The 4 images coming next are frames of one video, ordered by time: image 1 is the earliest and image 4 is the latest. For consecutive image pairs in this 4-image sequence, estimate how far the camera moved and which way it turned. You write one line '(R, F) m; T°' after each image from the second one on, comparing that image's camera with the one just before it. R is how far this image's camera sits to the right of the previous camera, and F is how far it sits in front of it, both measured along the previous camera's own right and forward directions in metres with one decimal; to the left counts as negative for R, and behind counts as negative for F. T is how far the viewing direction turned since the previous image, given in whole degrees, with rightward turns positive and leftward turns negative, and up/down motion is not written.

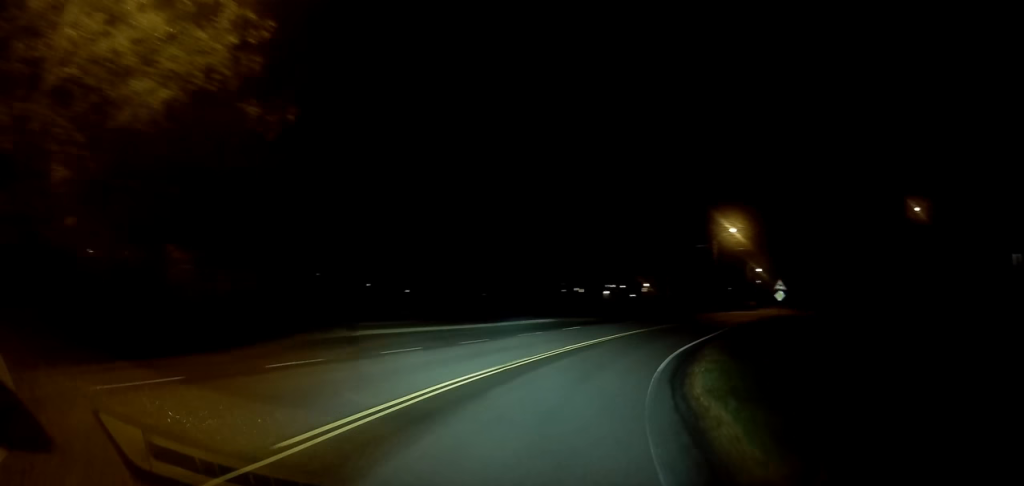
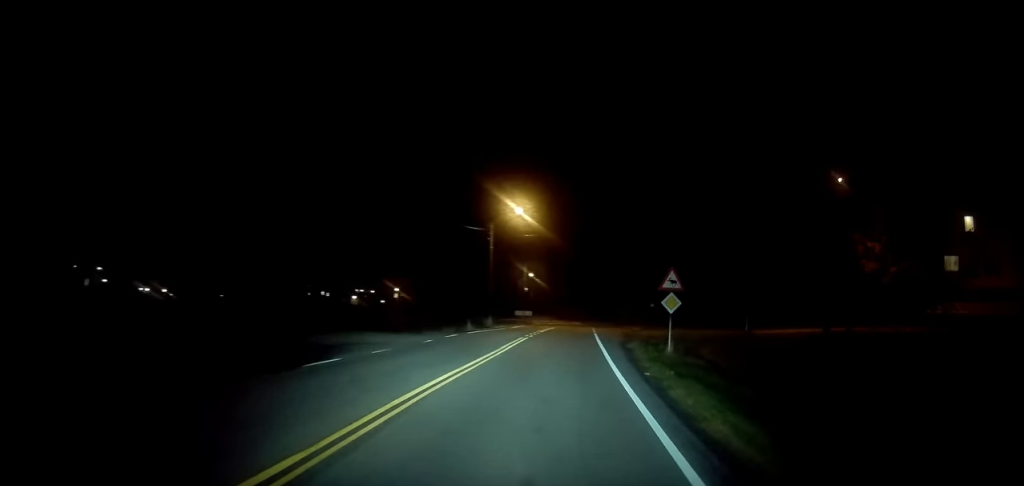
(+4.2, +18.5) m; +23°
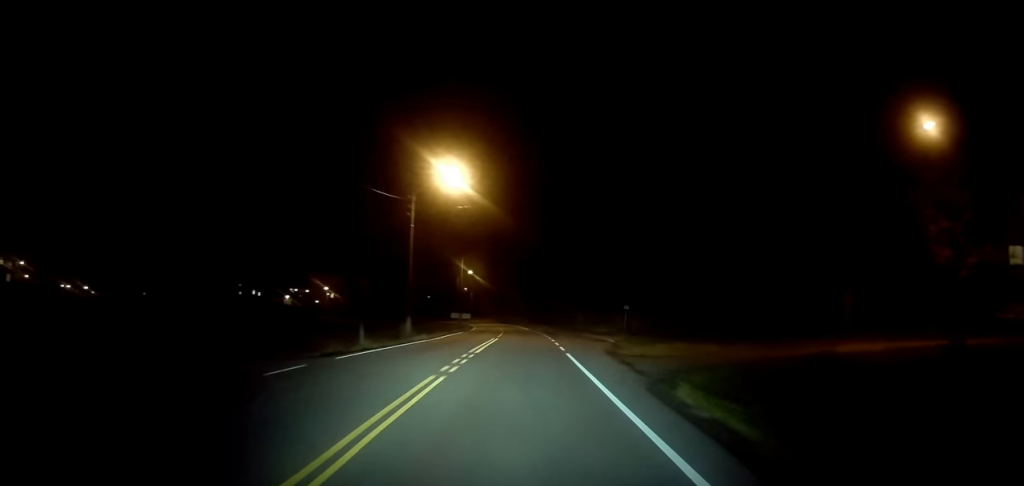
(+1.0, +12.3) m; +7°
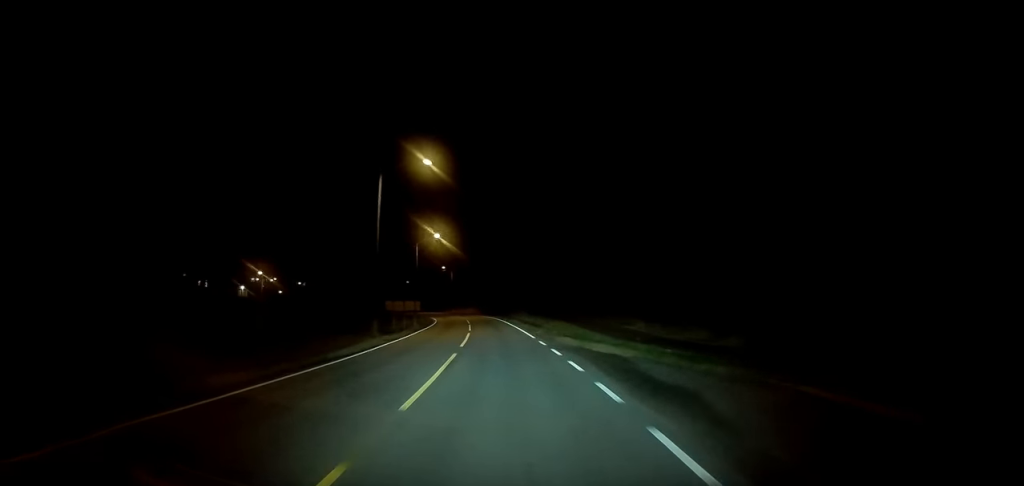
(+1.9, +35.8) m; +2°
